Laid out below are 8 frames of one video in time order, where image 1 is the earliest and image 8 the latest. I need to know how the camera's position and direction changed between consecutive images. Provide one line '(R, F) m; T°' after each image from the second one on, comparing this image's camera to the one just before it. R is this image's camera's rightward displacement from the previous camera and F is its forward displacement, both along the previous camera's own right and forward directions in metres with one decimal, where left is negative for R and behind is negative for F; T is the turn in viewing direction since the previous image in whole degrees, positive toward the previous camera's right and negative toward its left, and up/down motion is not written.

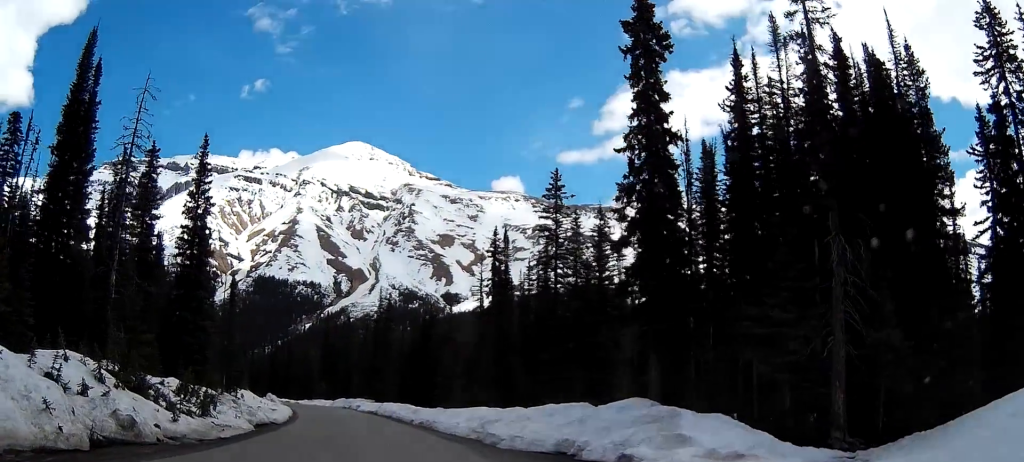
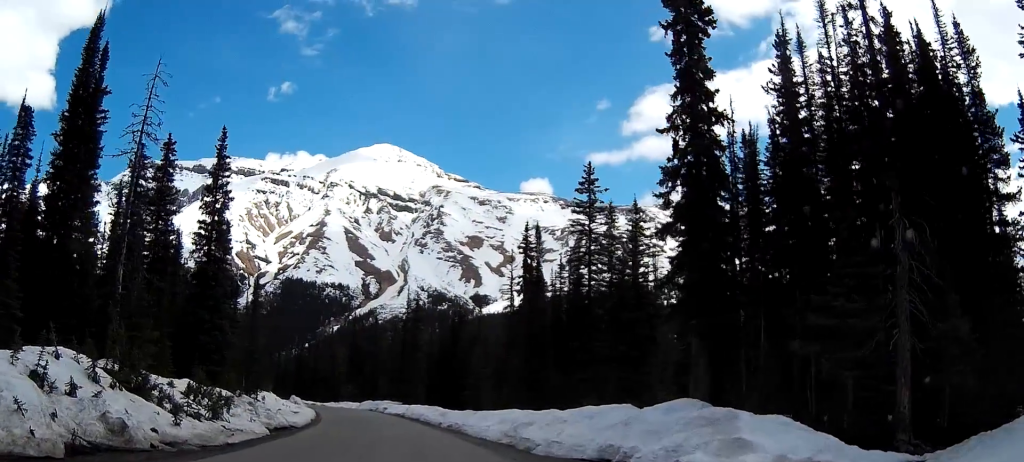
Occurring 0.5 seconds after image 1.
(-0.1, +2.3) m; -2°
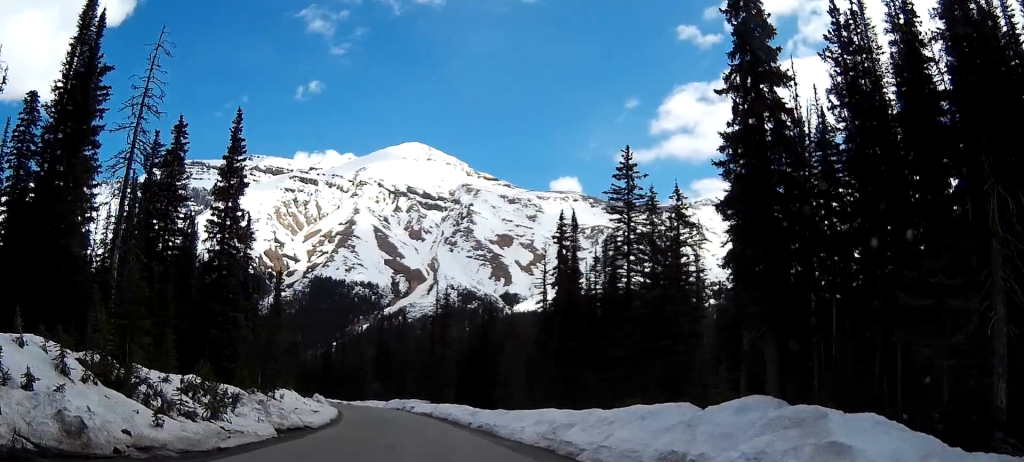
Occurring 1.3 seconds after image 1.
(-0.1, +3.5) m; -4°
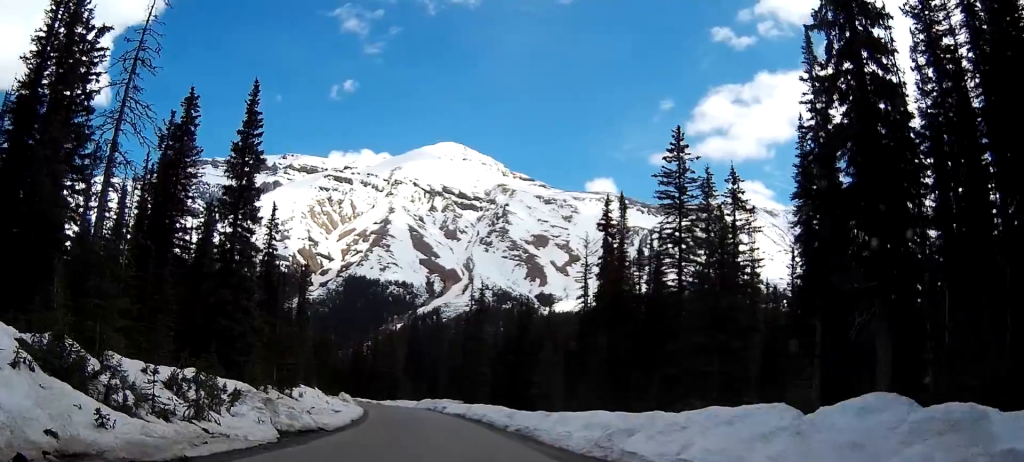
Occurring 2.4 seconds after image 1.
(-0.2, +4.8) m; -2°
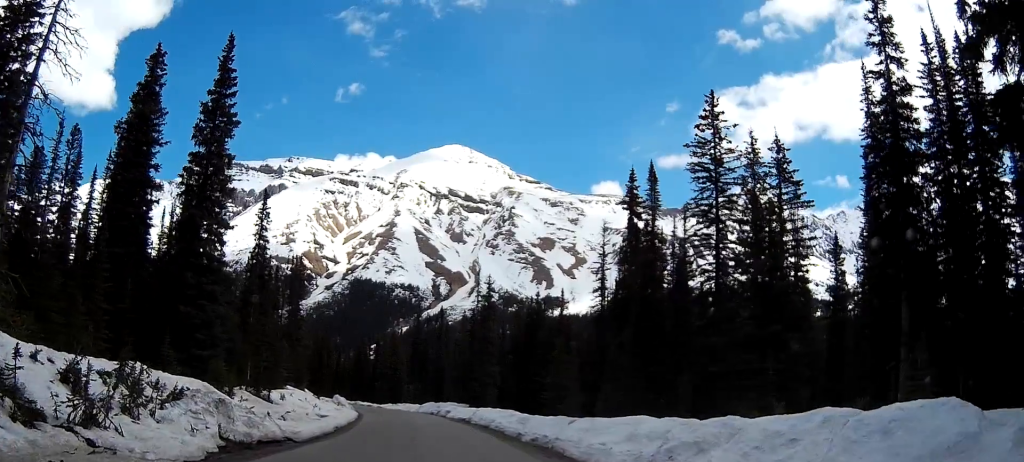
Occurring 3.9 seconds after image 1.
(-0.1, +6.9) m; -1°
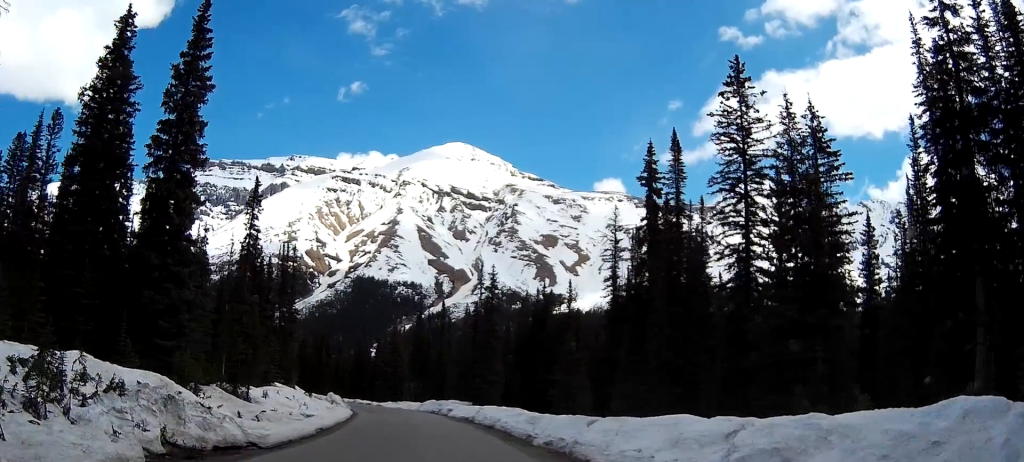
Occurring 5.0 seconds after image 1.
(+0.1, +4.8) m; 0°
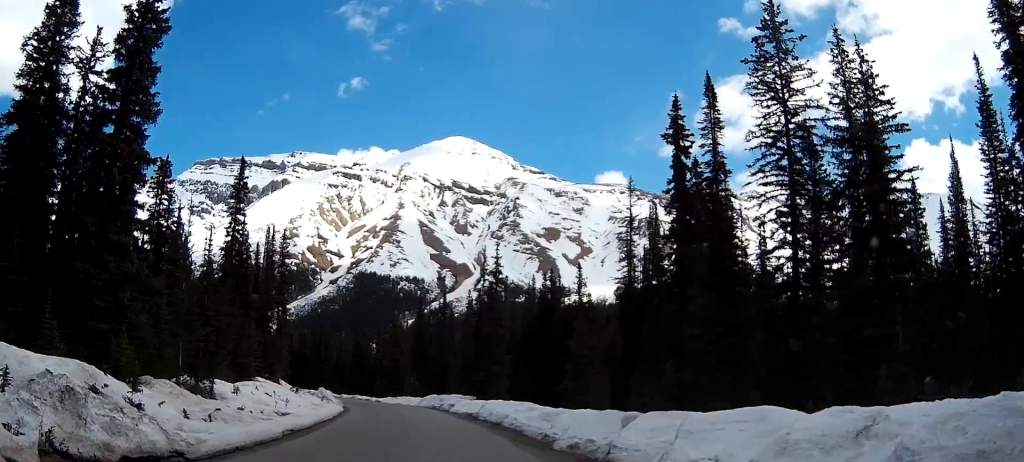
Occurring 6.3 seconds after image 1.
(-0.1, +6.3) m; -1°
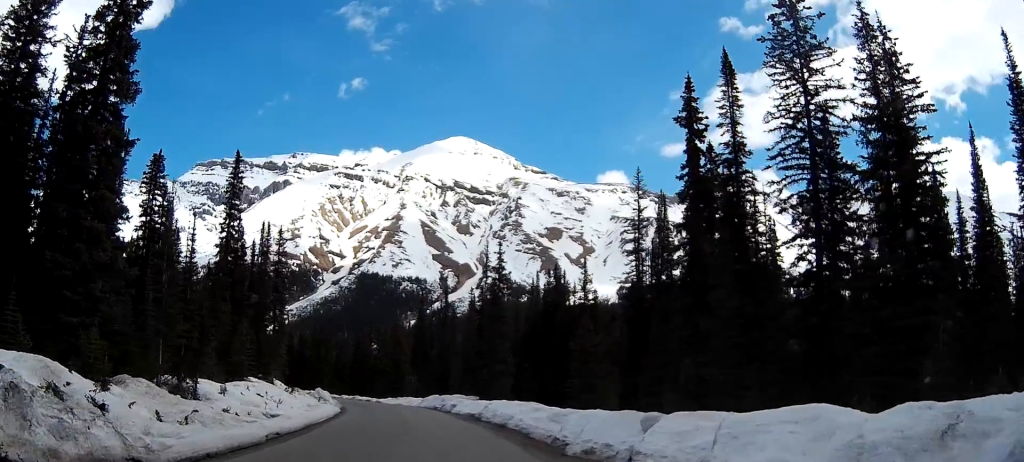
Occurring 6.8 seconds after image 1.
(0.0, +2.5) m; +1°
